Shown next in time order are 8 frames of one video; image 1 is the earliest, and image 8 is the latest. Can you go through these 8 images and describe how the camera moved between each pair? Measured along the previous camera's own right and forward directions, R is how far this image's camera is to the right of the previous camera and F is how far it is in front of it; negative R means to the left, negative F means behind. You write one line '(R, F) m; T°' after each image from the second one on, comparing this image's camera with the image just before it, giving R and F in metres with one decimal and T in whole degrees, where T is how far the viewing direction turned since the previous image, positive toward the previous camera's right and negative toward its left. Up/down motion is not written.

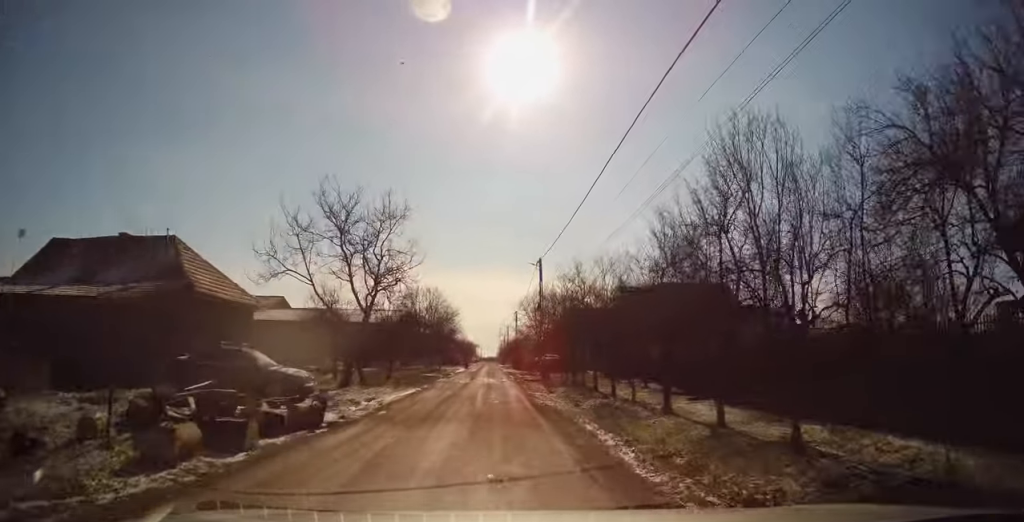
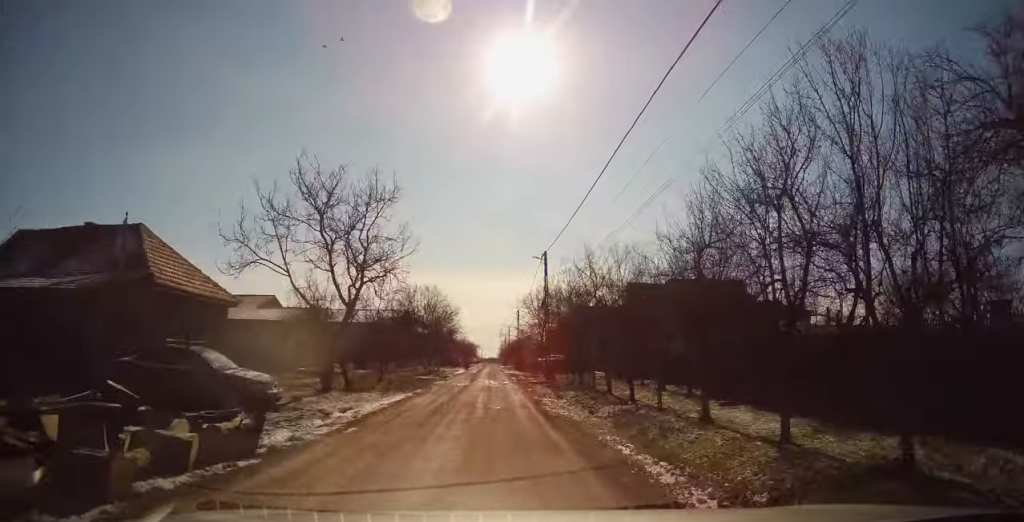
(0.0, +2.8) m; +2°
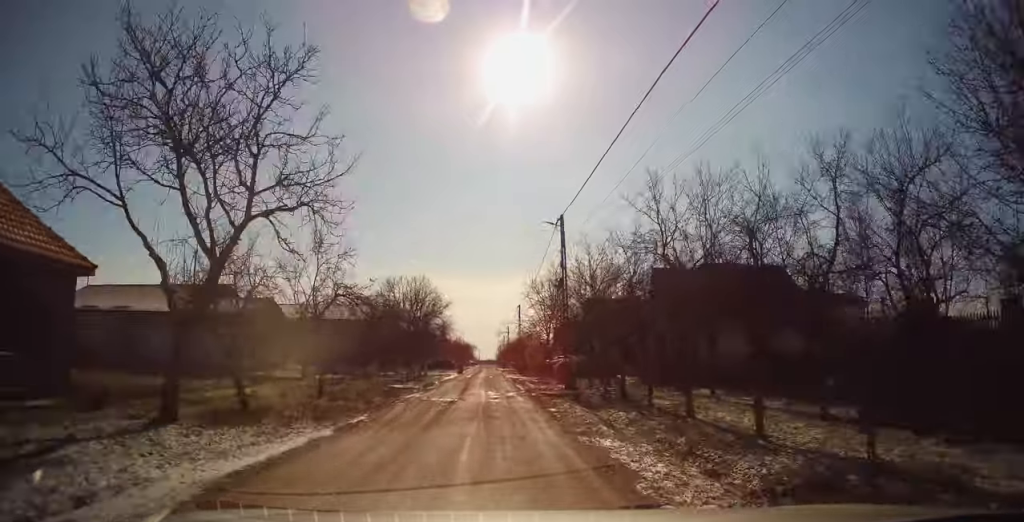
(+0.4, +8.8) m; +1°
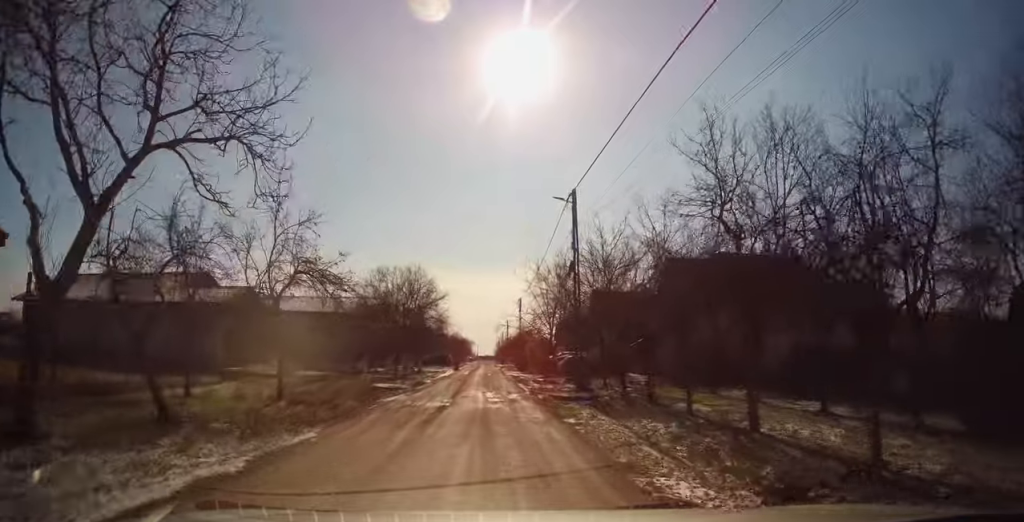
(-0.1, +3.1) m; 0°
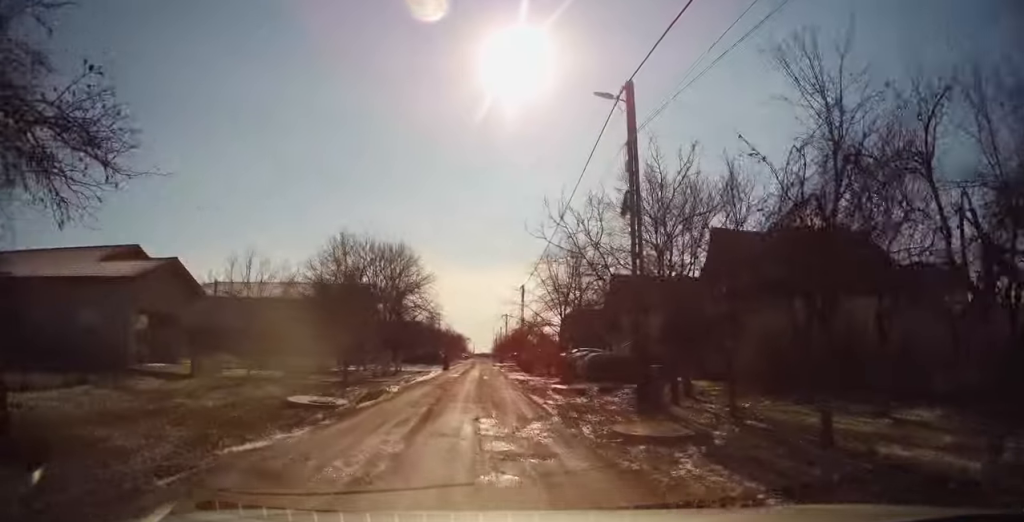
(+0.1, +8.2) m; +1°
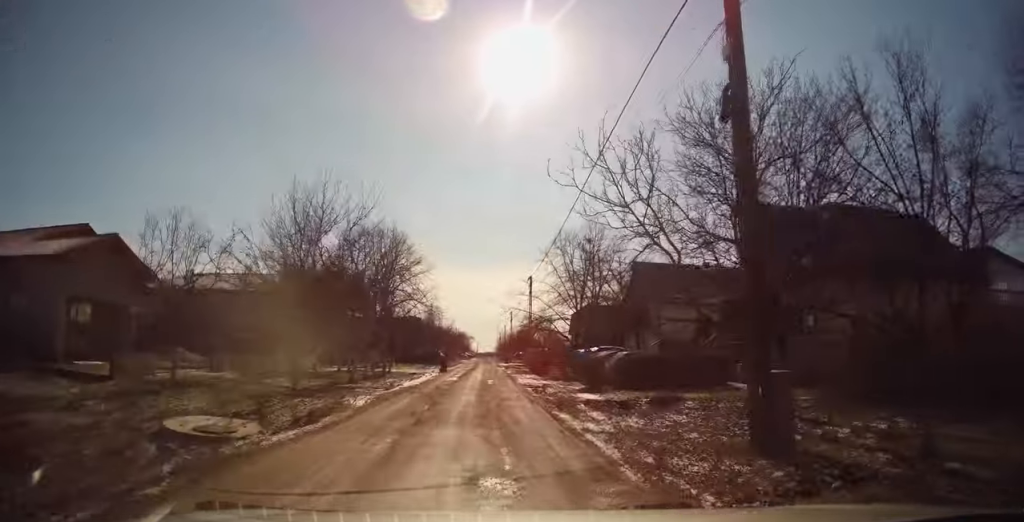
(-0.2, +5.2) m; -3°
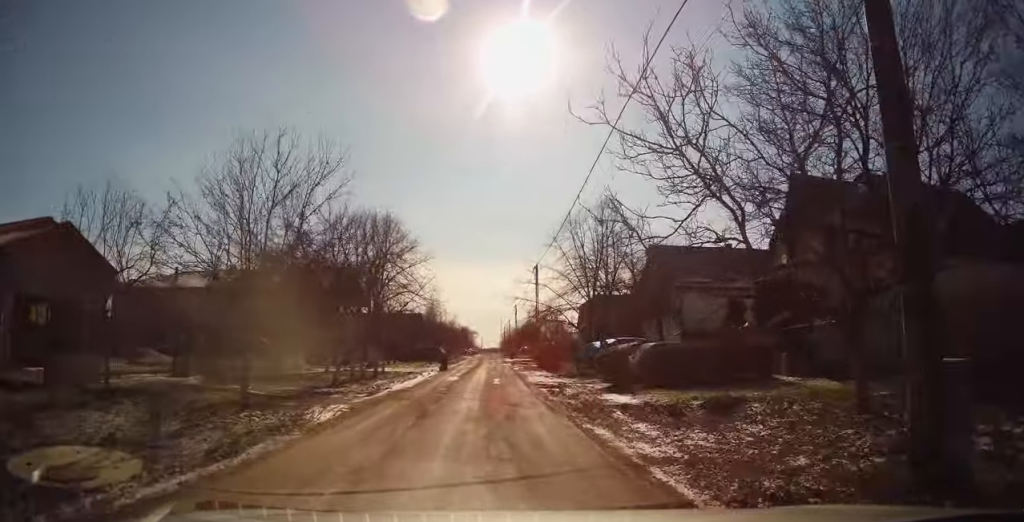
(0.0, +3.4) m; -1°
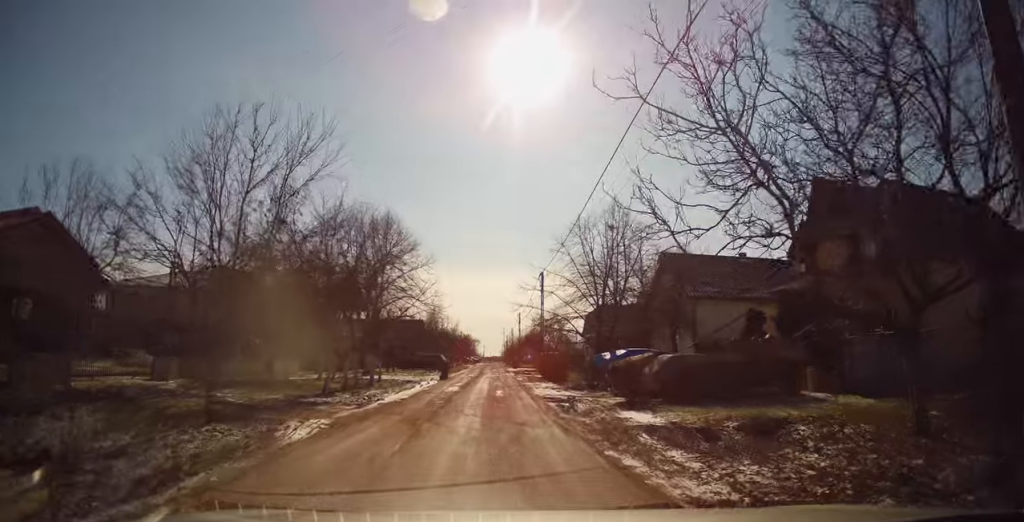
(0.0, +1.7) m; 0°
